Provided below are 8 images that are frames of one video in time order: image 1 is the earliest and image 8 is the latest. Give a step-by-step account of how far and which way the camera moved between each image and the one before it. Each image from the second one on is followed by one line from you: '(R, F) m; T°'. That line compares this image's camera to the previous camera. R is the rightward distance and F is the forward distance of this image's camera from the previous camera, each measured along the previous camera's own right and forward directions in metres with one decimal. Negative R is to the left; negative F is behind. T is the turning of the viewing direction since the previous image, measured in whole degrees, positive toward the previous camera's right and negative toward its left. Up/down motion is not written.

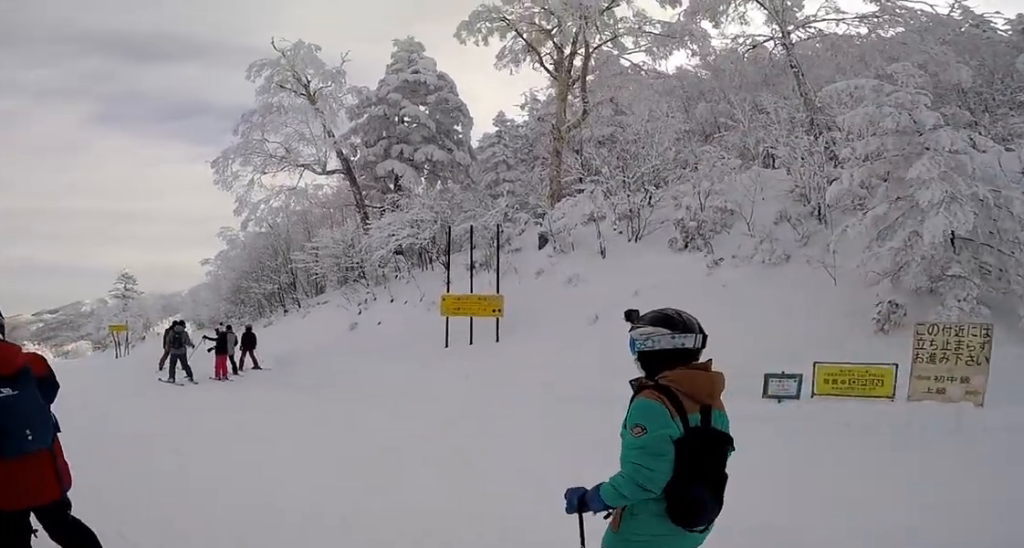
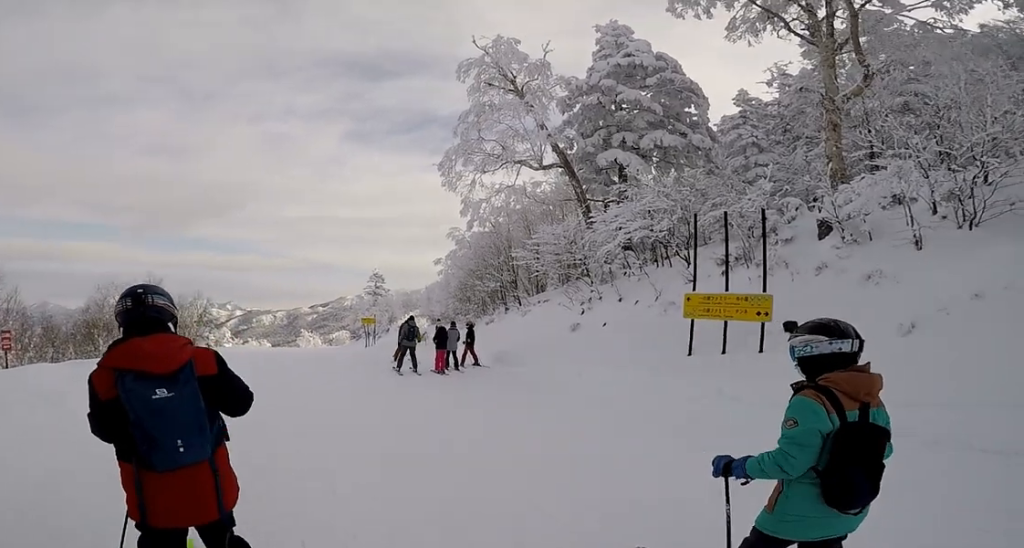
(0.0, +1.7) m; -10°
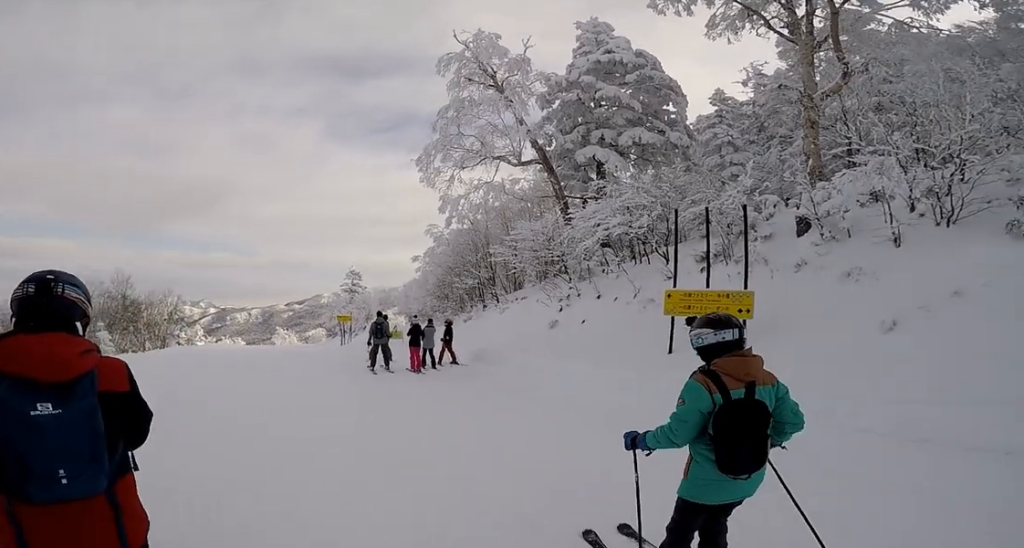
(-0.1, +1.0) m; -7°
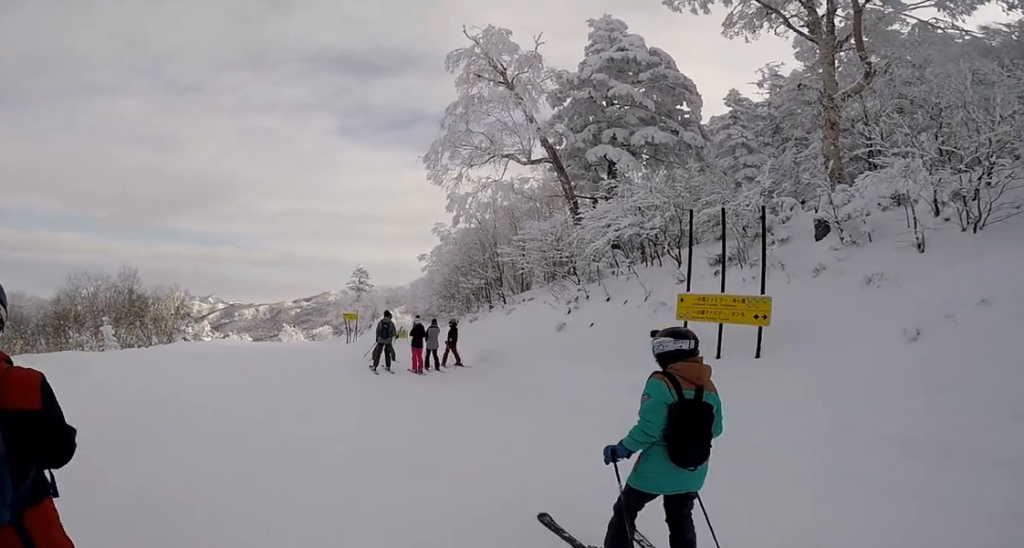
(0.0, +0.8) m; -6°
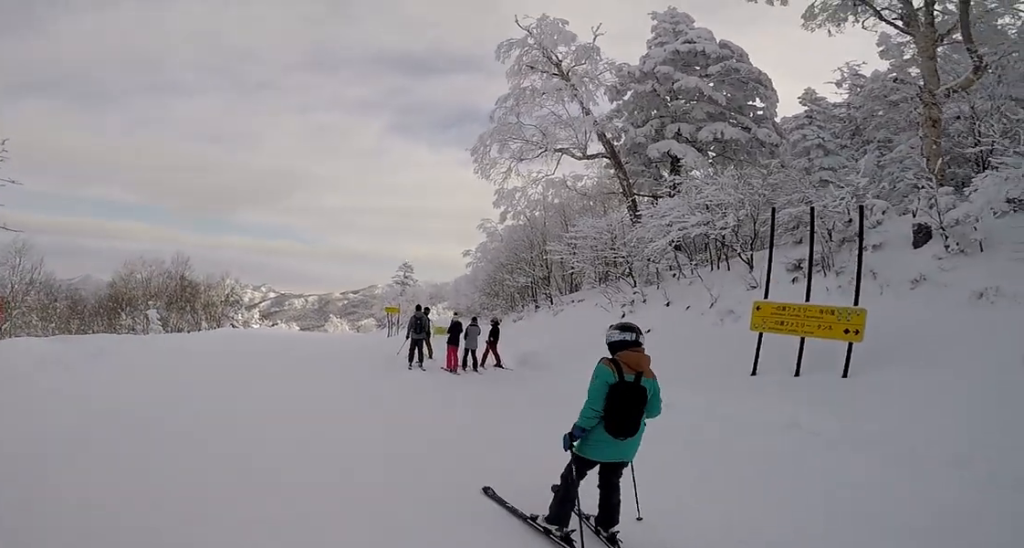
(-0.1, +1.6) m; -14°
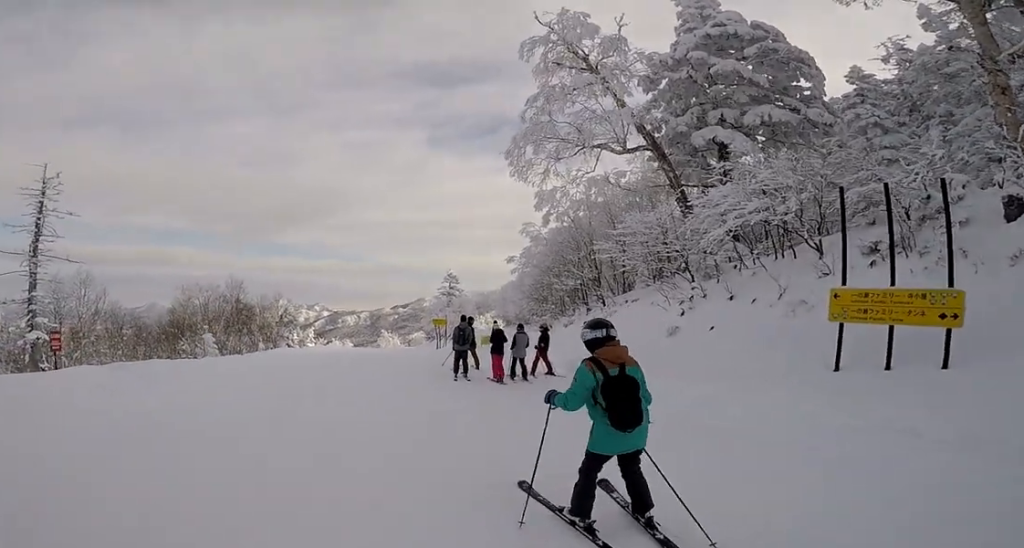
(-0.1, +0.7) m; -5°
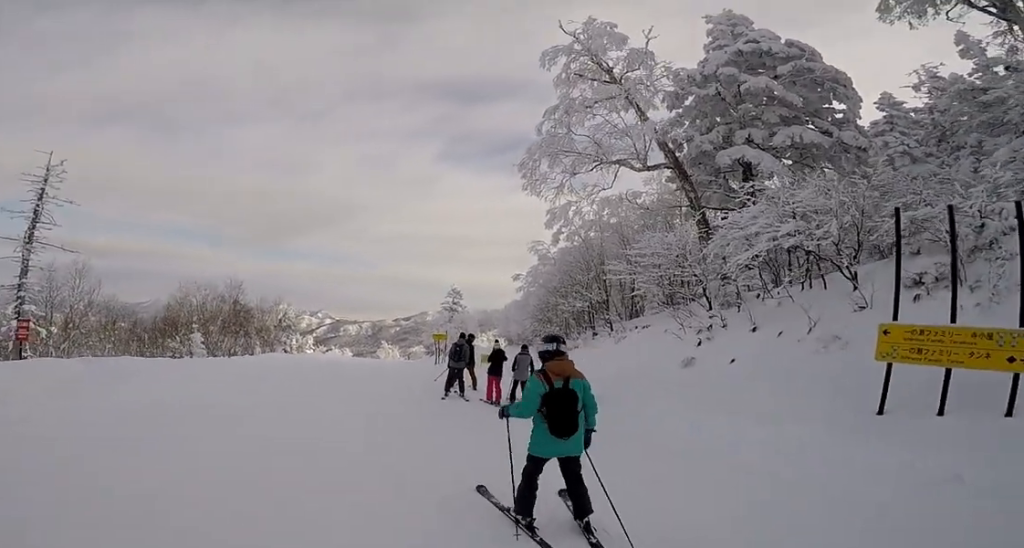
(-0.1, +1.4) m; -9°
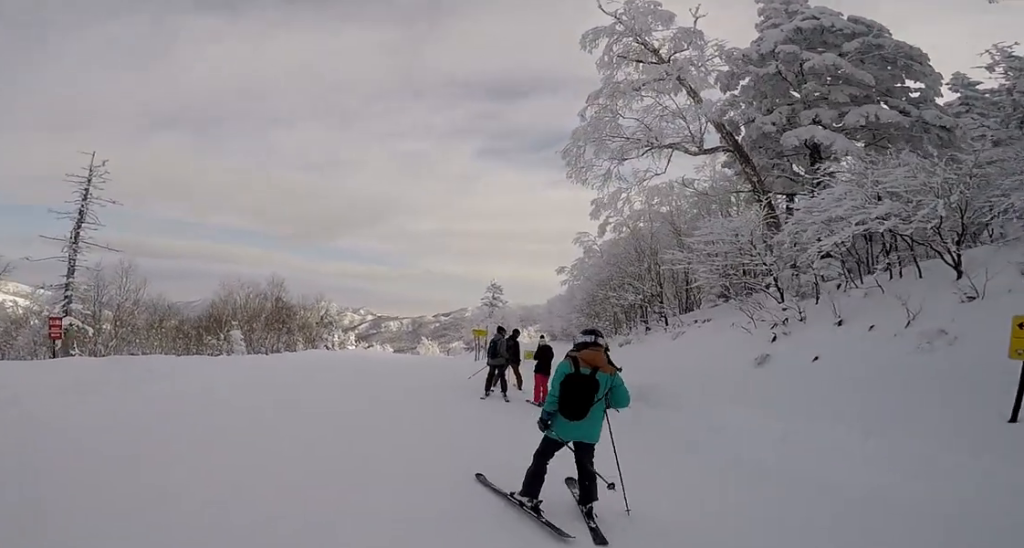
(0.0, +1.1) m; -8°
